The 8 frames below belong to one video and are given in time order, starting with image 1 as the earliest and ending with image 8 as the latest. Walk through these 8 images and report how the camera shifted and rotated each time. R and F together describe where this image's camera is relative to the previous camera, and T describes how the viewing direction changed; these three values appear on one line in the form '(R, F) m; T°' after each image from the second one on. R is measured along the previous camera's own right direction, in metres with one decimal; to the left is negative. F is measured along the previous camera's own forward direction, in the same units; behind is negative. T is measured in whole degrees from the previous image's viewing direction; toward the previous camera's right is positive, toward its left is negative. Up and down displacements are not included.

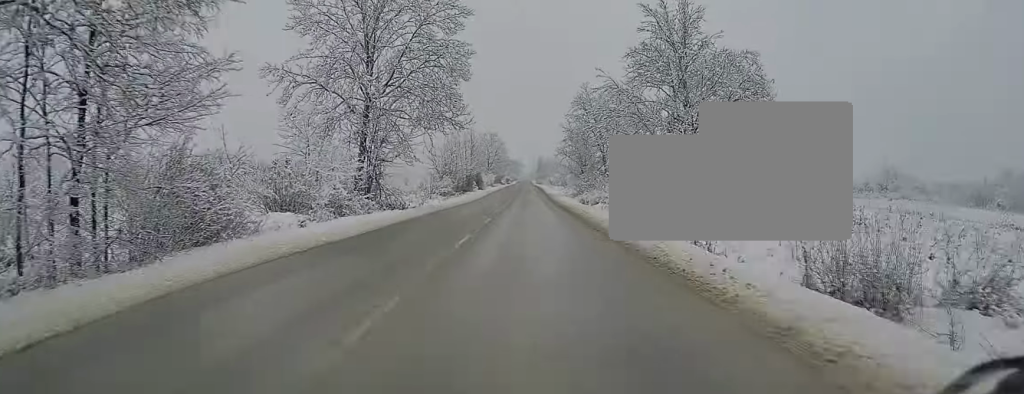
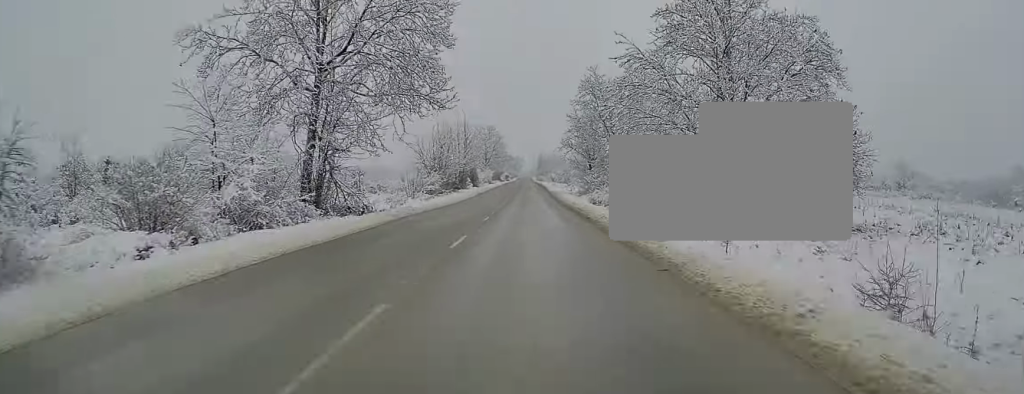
(-0.1, +9.6) m; 0°
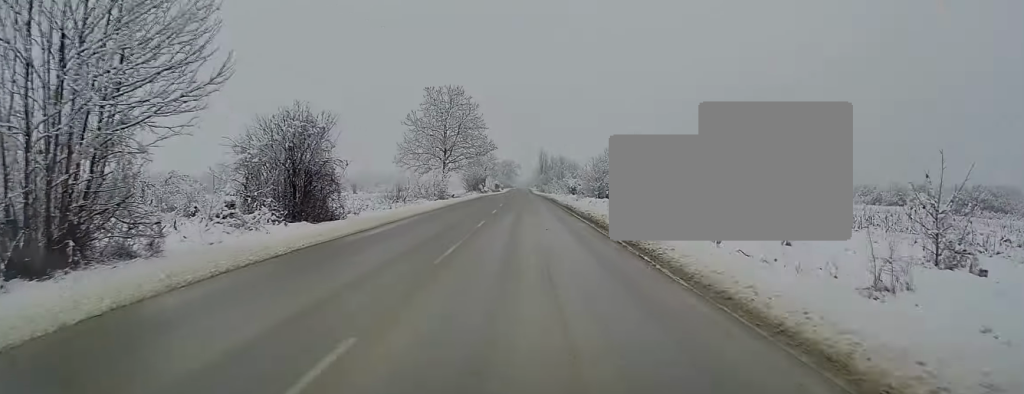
(-0.2, +72.9) m; 0°
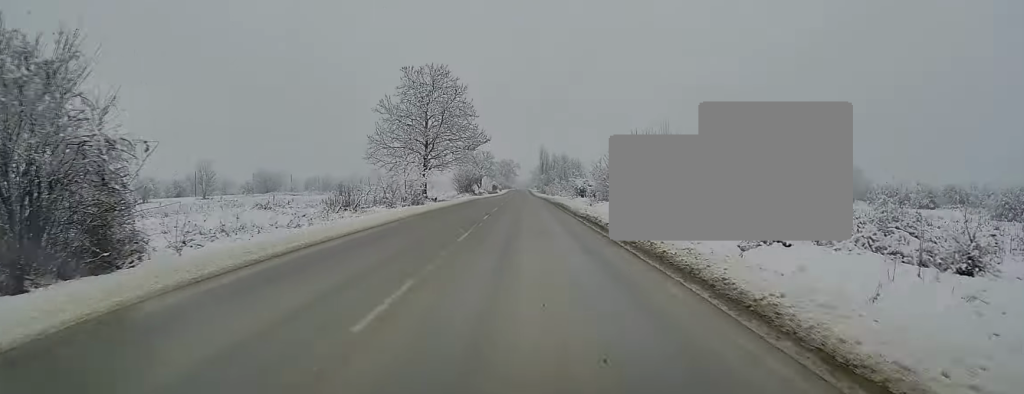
(0.0, +14.7) m; 0°
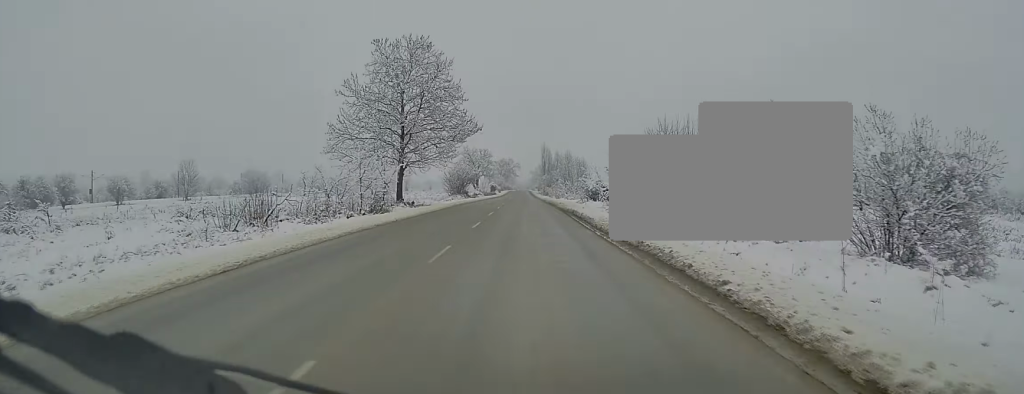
(0.0, +13.1) m; 0°
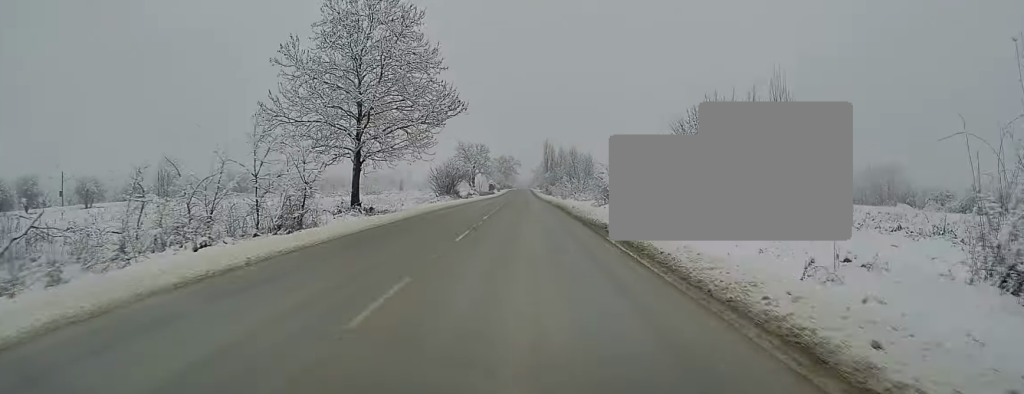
(0.0, +14.0) m; 0°
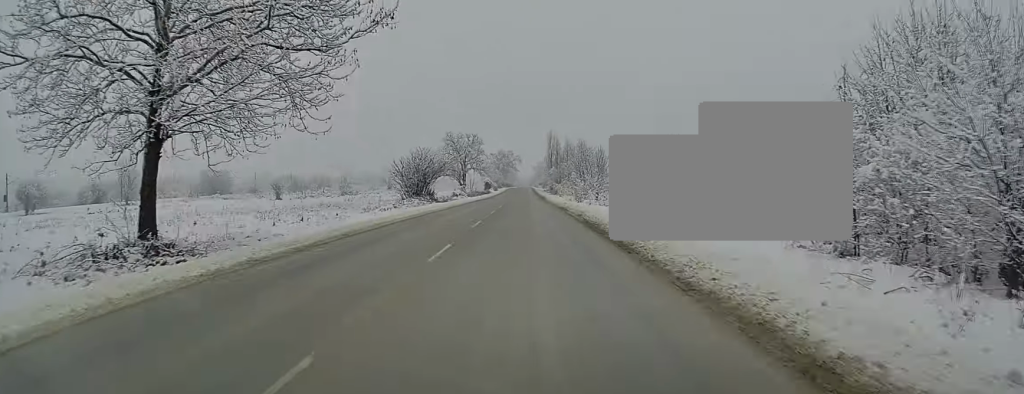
(0.0, +22.2) m; 0°
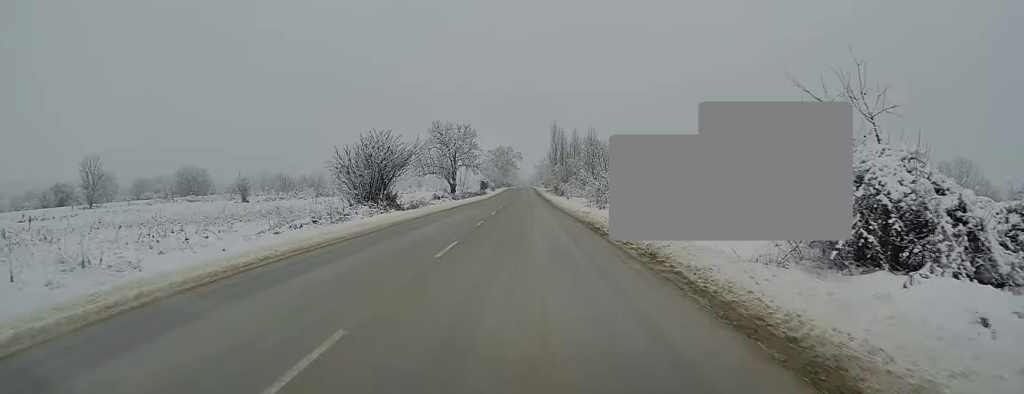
(0.0, +17.2) m; 0°
